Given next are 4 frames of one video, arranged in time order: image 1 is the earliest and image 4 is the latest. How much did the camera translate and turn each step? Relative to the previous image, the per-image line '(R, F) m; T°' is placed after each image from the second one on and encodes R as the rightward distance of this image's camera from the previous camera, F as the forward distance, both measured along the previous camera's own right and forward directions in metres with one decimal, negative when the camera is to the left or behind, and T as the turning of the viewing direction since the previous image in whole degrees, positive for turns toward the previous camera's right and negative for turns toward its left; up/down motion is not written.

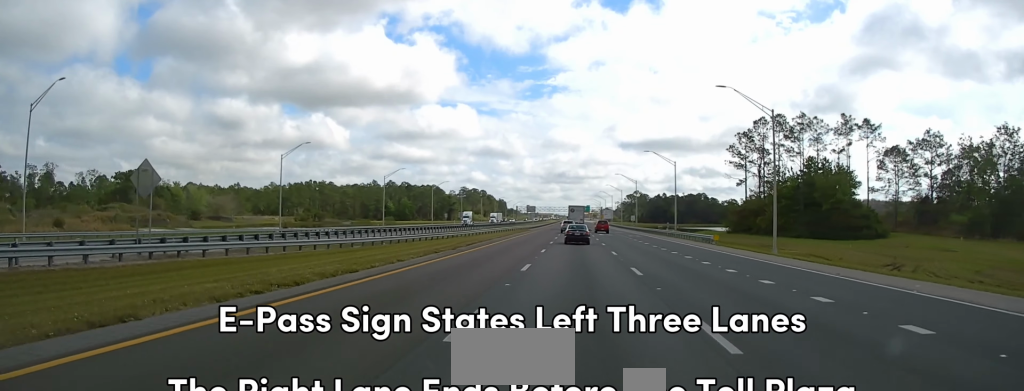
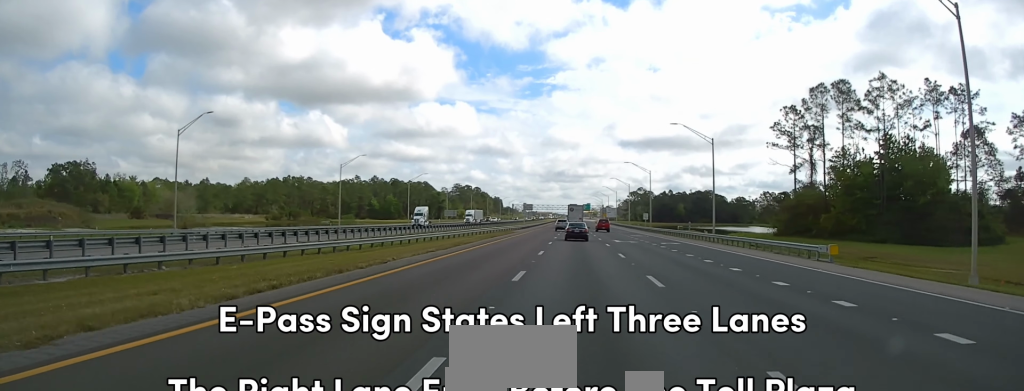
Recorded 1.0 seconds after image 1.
(0.0, +29.0) m; 0°
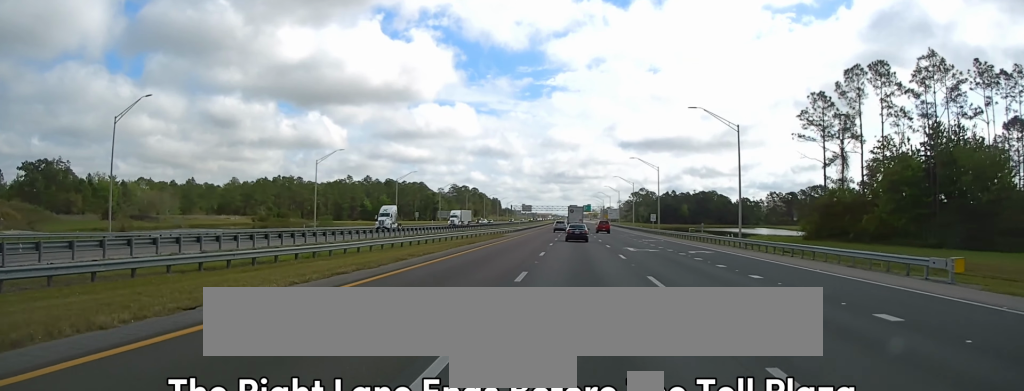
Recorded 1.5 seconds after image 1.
(0.0, +12.2) m; 0°
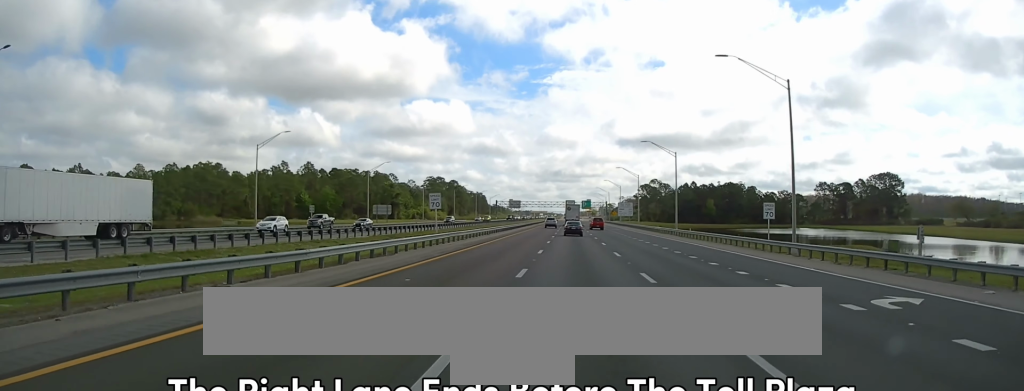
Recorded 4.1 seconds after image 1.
(0.0, +73.2) m; 0°
